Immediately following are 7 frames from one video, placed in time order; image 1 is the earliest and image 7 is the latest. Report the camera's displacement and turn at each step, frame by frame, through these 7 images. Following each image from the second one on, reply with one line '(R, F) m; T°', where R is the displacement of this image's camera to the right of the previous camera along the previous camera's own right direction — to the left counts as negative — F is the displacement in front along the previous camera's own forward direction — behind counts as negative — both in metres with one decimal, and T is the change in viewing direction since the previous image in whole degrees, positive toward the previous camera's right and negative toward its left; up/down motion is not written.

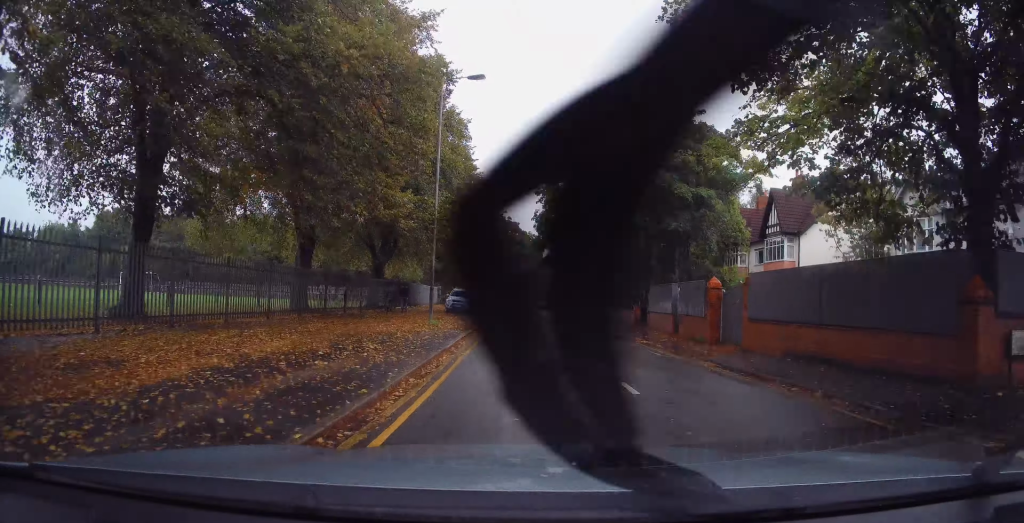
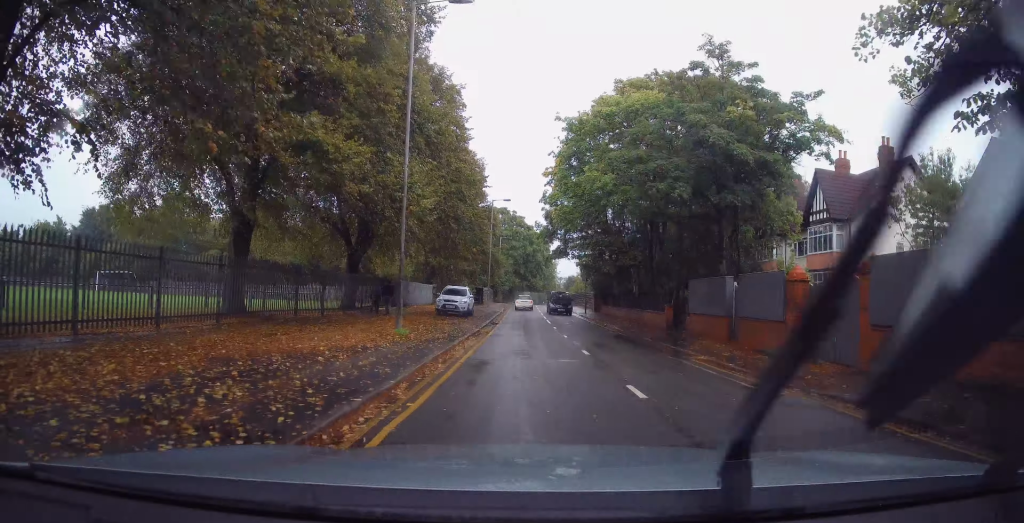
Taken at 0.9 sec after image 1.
(+0.2, +6.2) m; +3°
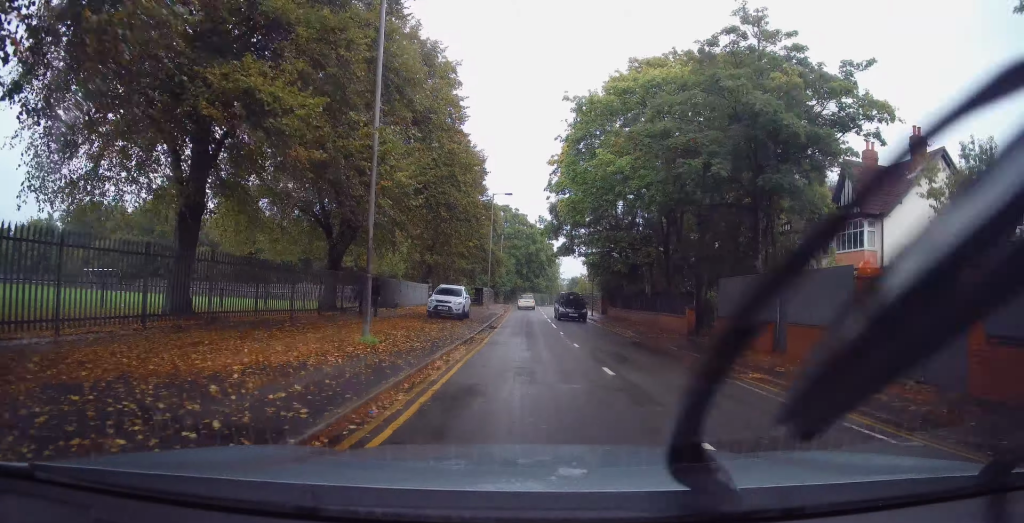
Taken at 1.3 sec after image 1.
(+0.1, +3.3) m; 0°
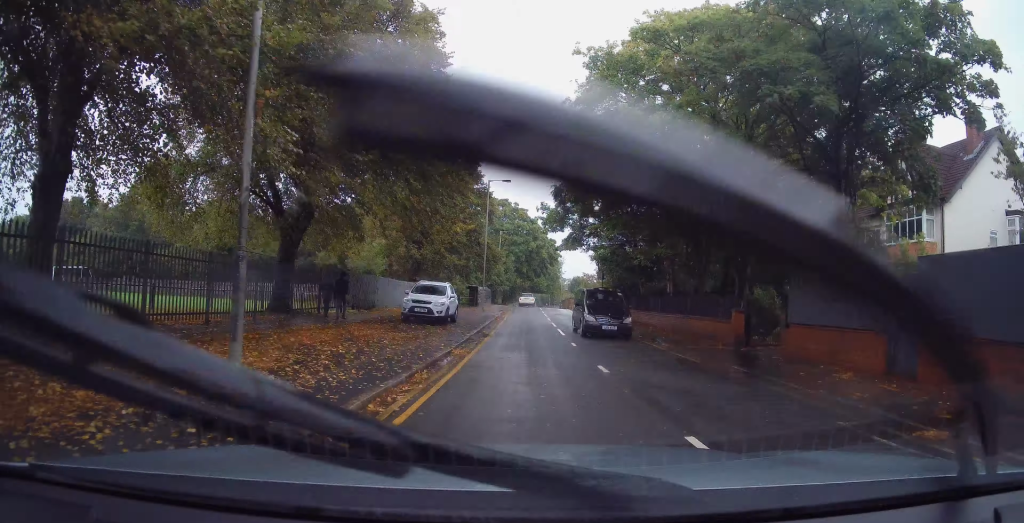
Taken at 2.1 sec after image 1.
(+0.2, +5.4) m; -1°
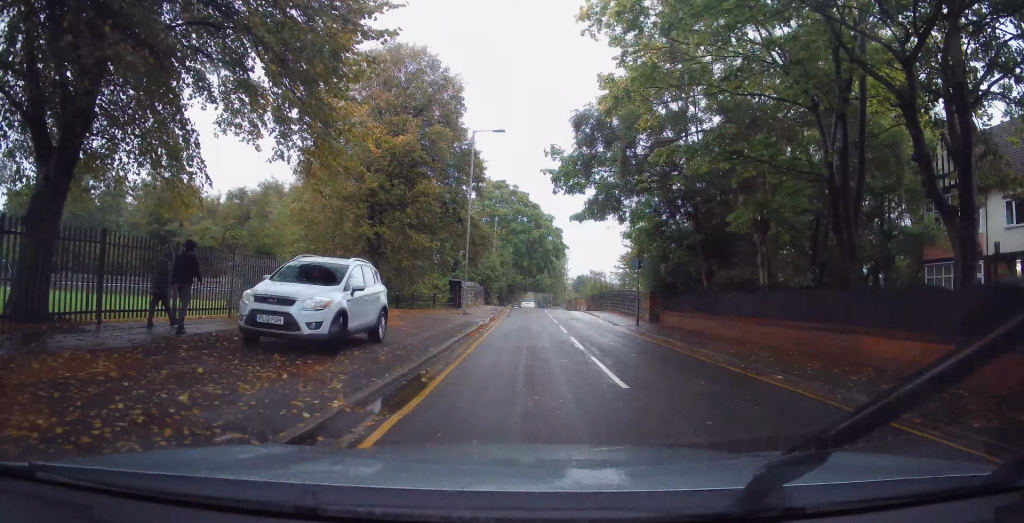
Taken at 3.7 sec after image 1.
(+0.2, +11.6) m; +3°
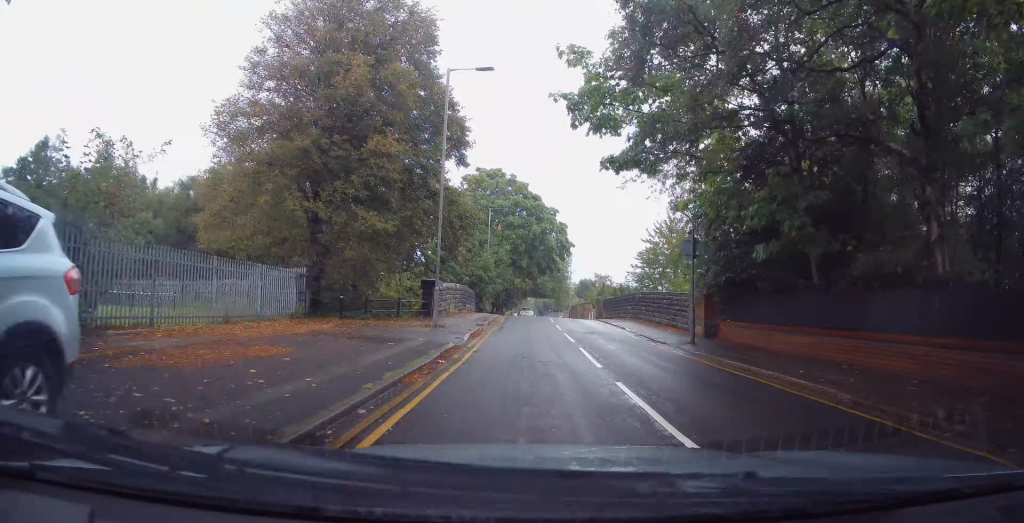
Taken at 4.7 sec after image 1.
(0.0, +8.6) m; 0°
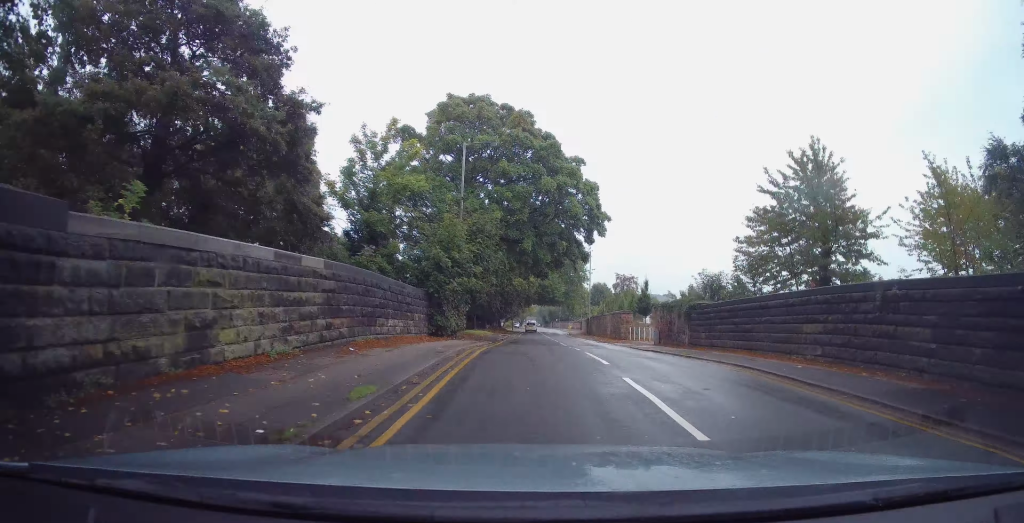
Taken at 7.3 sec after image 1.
(-2.8, +22.5) m; -11°
